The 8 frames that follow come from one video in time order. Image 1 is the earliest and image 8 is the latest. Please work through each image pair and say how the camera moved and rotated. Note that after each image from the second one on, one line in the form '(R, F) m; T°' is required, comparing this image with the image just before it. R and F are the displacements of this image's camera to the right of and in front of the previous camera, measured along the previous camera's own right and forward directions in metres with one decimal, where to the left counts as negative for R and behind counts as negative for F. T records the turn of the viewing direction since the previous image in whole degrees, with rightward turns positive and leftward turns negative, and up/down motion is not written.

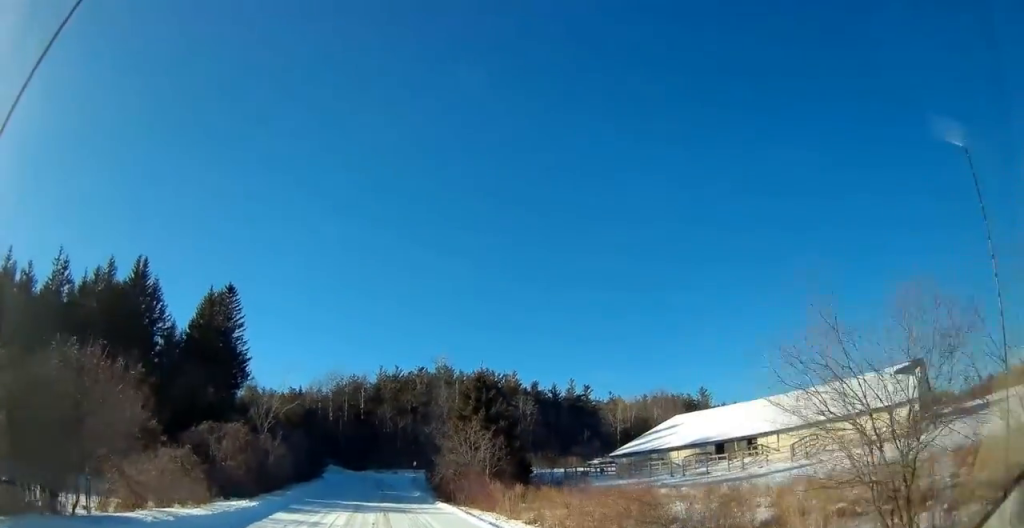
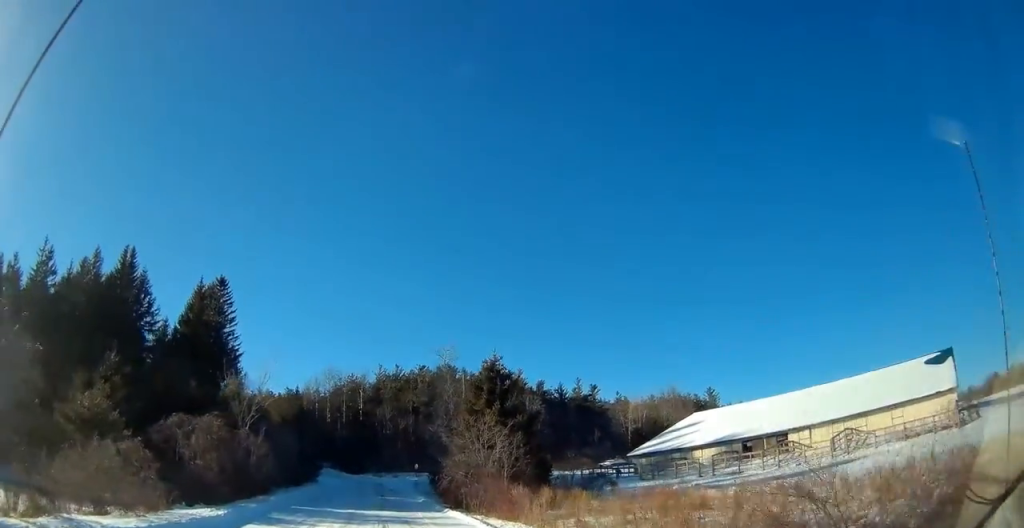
(+0.1, +5.2) m; 0°
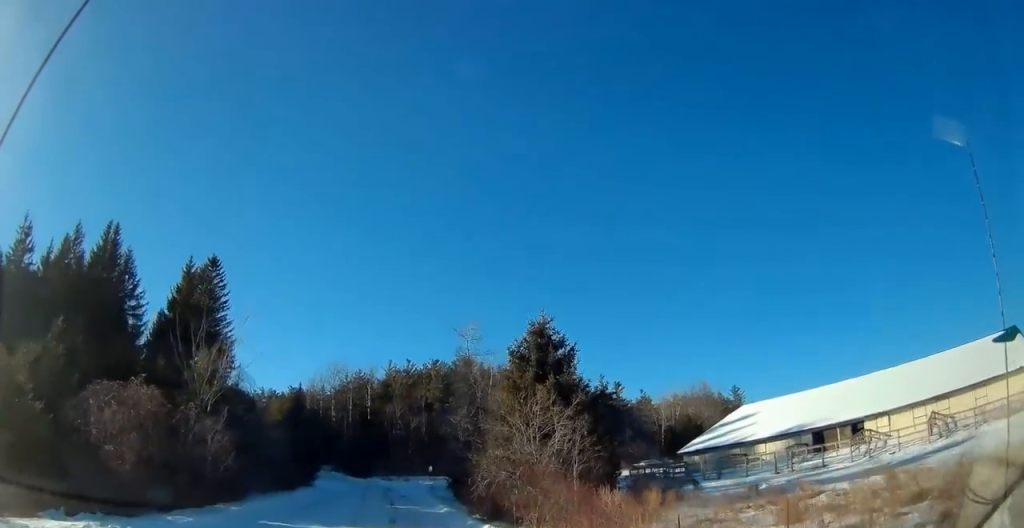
(-0.4, +9.3) m; -4°
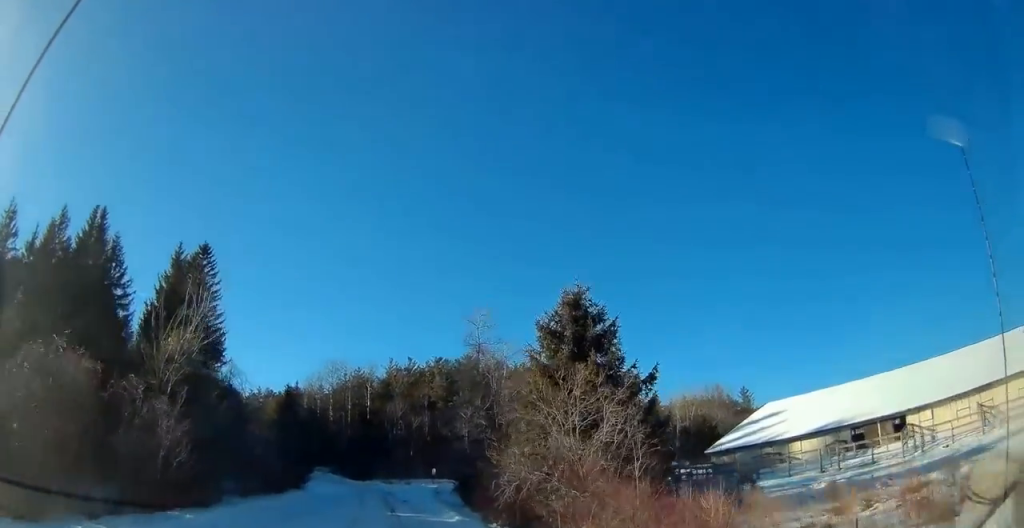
(-0.2, +5.0) m; -1°
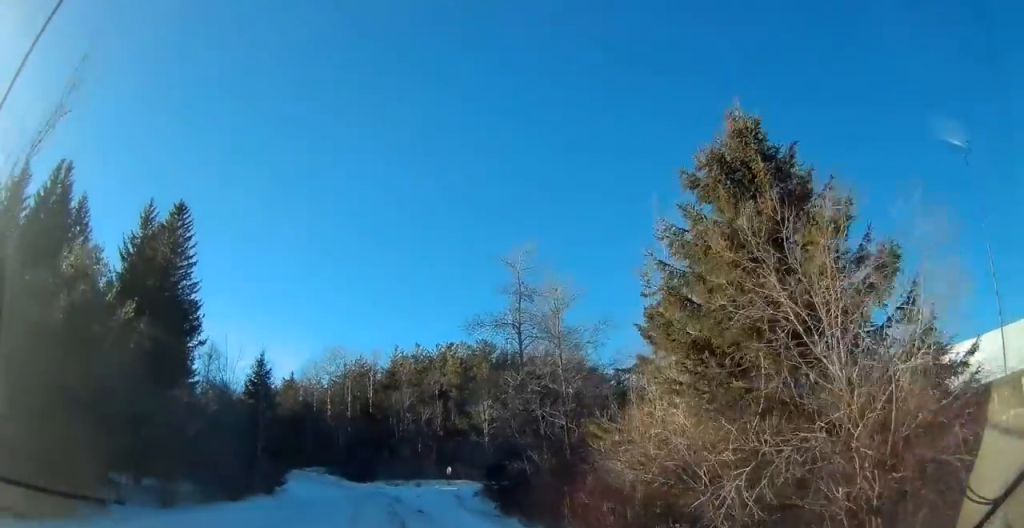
(0.0, +12.0) m; +1°
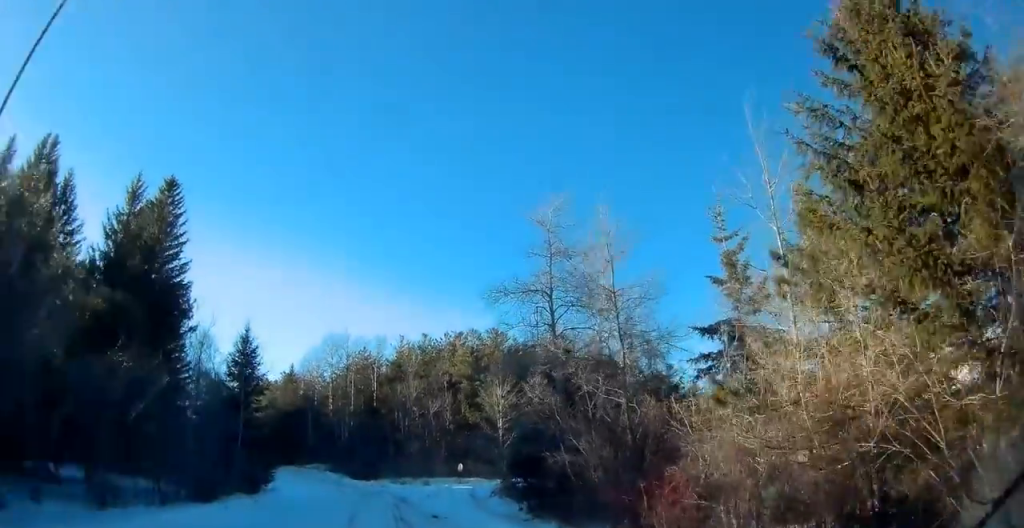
(+0.1, +5.2) m; 0°
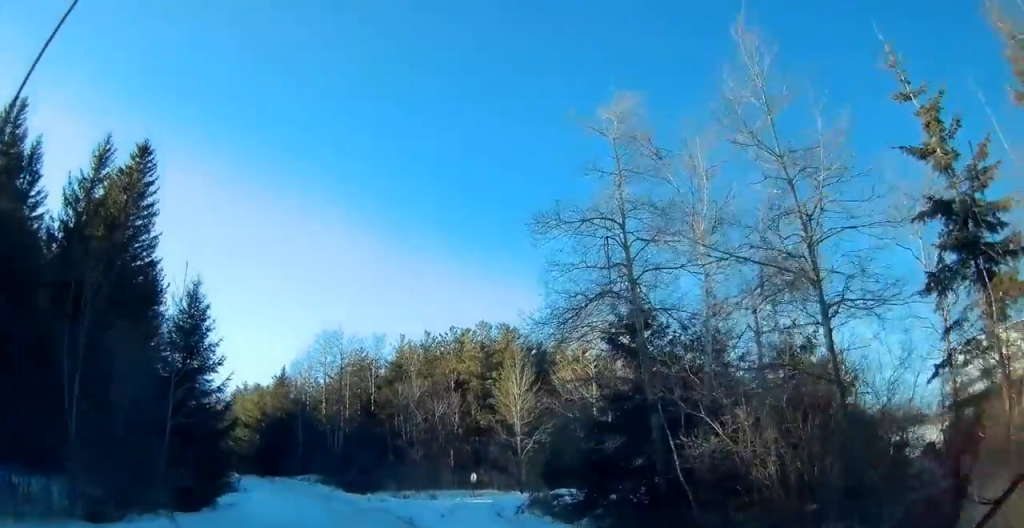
(-0.1, +8.7) m; -2°
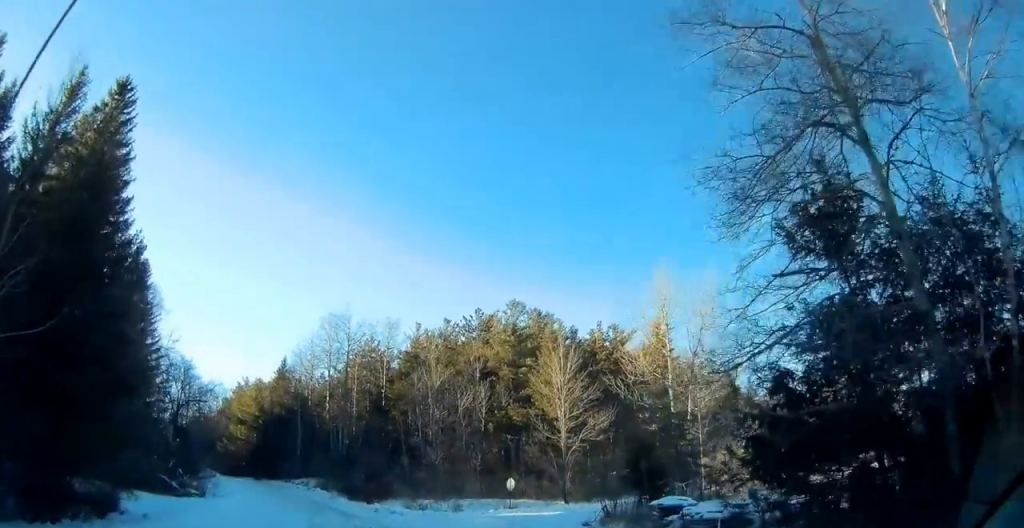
(0.0, +10.2) m; +1°
